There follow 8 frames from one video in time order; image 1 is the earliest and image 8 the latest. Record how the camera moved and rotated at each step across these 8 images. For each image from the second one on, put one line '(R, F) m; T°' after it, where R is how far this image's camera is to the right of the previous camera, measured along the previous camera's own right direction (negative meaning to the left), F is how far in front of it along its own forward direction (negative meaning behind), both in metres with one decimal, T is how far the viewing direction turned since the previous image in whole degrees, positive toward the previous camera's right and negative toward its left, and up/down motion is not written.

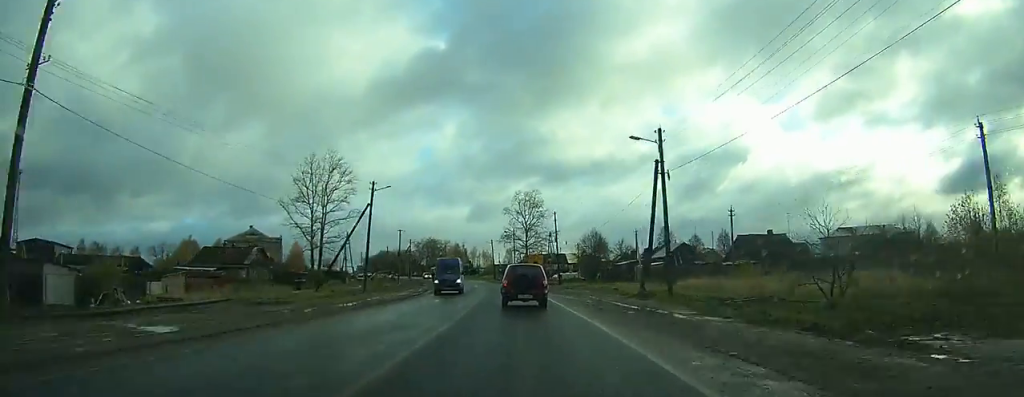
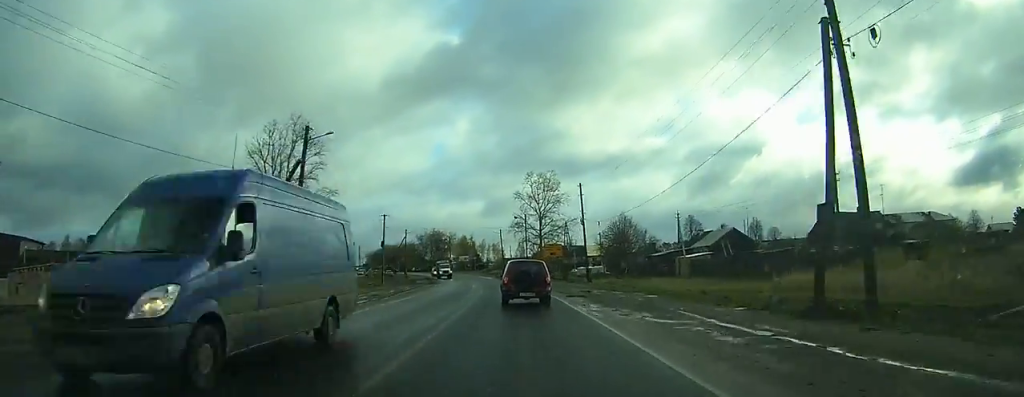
(-0.1, +17.9) m; -1°
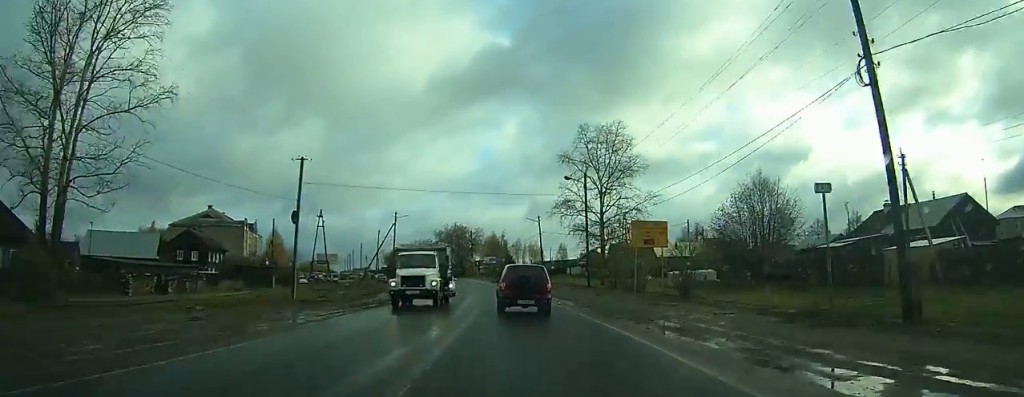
(-1.0, +38.9) m; -3°
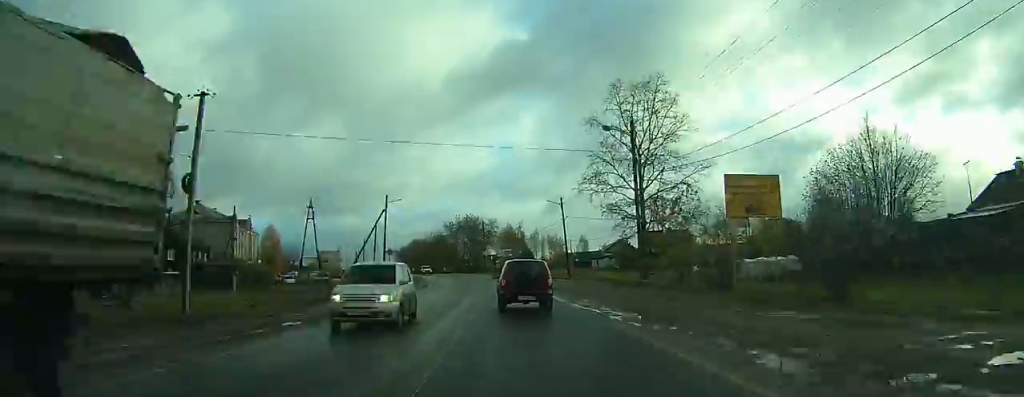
(-0.1, +14.1) m; -2°
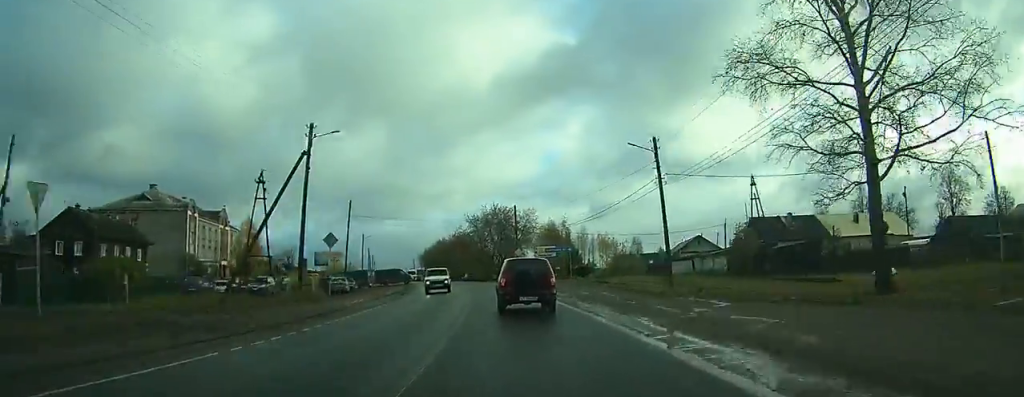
(-0.9, +31.3) m; -4°
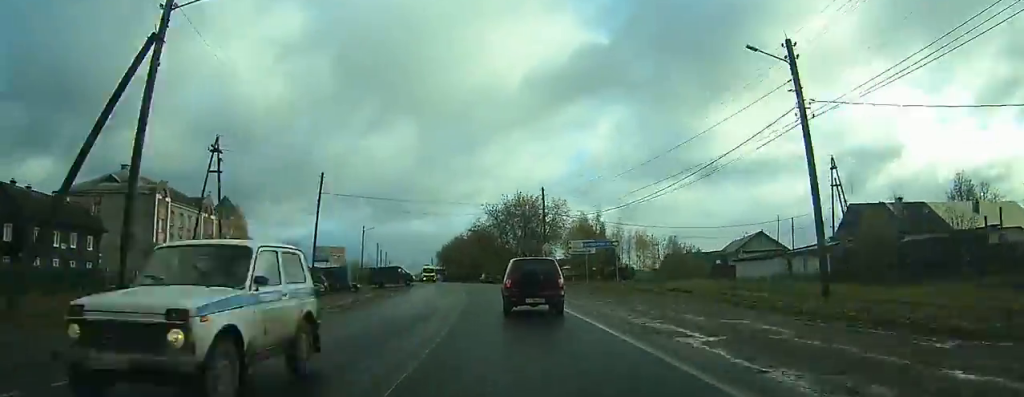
(-0.4, +15.4) m; -2°
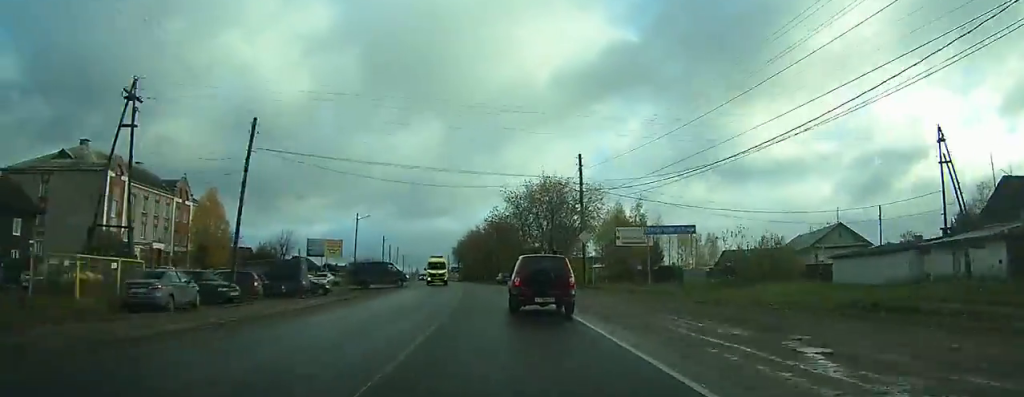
(-0.2, +15.2) m; -2°
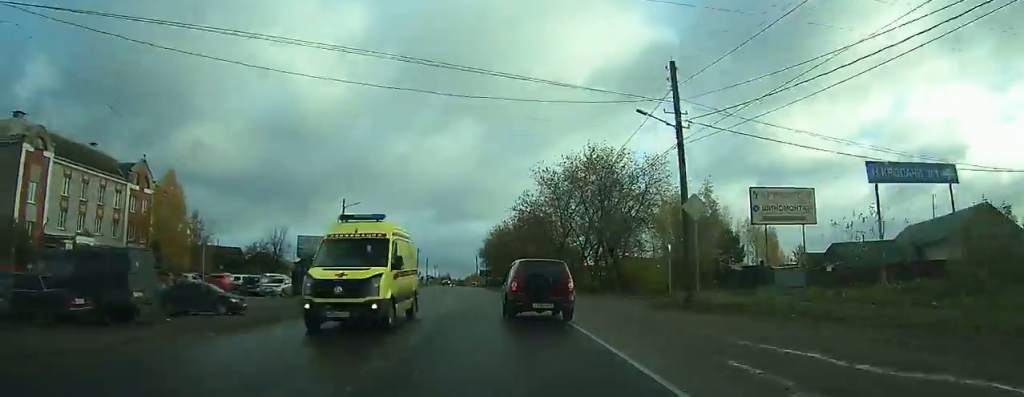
(-0.5, +18.8) m; -3°
